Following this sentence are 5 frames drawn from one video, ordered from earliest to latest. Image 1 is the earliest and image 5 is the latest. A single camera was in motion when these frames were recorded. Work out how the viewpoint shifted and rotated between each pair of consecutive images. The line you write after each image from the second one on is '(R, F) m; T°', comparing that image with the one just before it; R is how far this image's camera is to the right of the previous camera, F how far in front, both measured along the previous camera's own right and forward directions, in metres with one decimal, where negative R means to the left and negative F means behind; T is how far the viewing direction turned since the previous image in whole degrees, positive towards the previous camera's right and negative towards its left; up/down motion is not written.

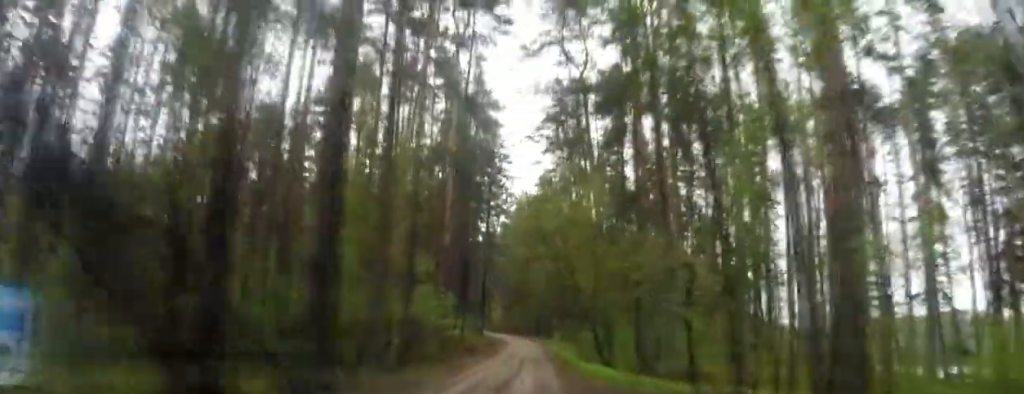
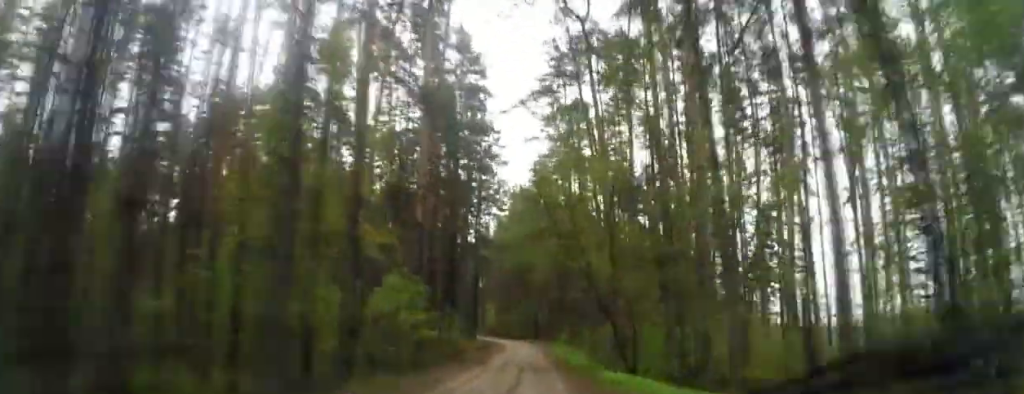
(+0.1, +8.7) m; -3°
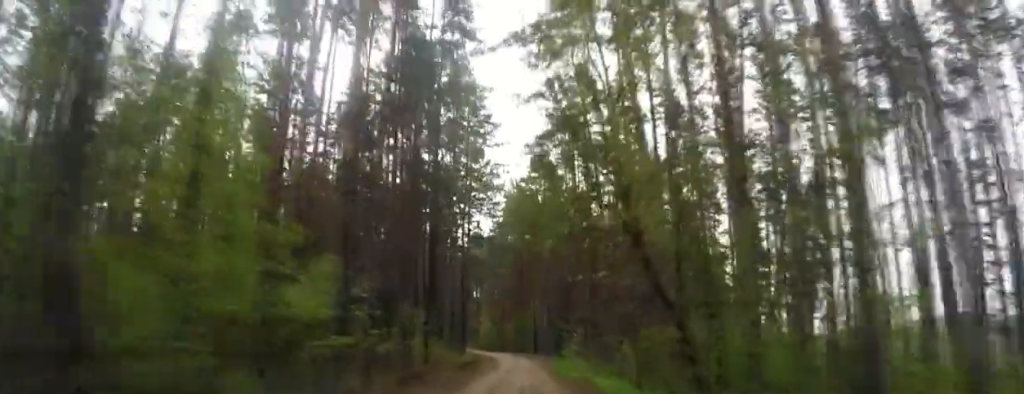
(-0.6, +12.0) m; -1°
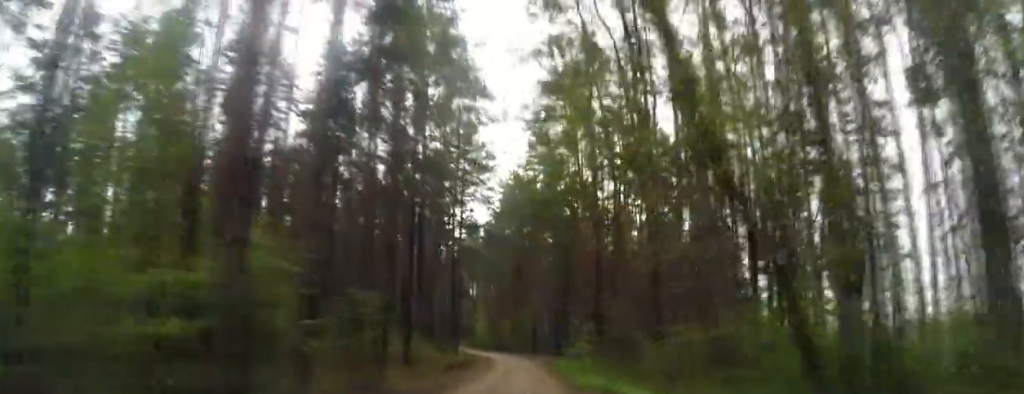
(-0.6, +6.8) m; 0°
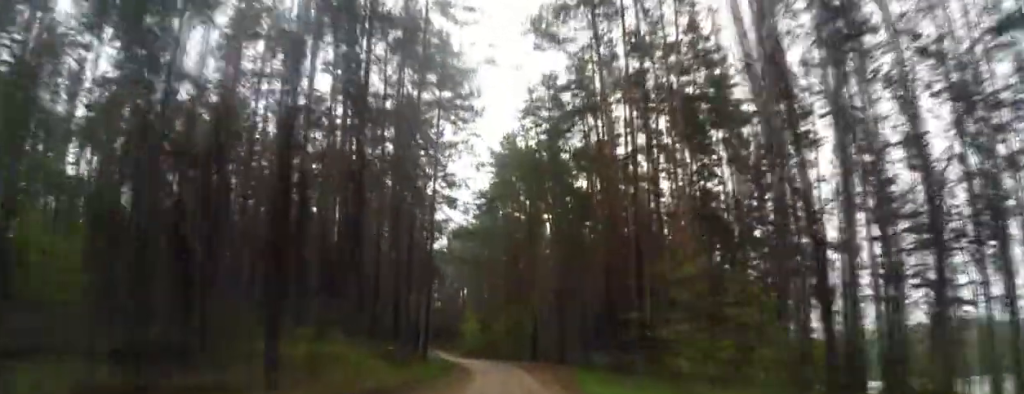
(+1.4, +20.1) m; +5°
